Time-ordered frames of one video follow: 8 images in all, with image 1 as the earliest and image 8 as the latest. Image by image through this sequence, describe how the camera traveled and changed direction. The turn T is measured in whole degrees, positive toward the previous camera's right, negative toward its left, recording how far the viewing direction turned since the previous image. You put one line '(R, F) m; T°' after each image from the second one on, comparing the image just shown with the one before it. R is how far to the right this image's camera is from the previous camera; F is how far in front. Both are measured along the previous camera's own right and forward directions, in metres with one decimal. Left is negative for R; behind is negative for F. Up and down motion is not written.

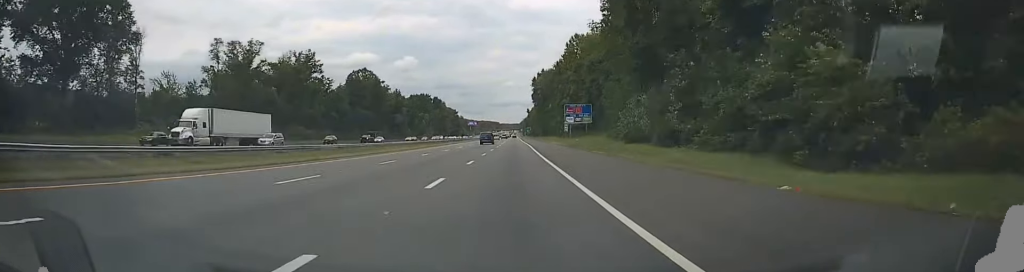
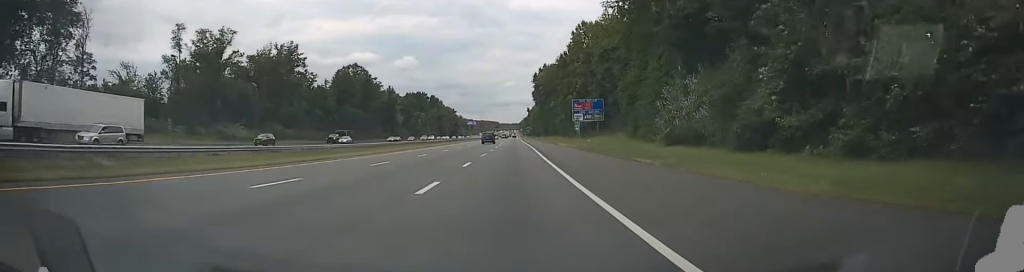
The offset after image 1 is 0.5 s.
(0.0, +13.5) m; 0°
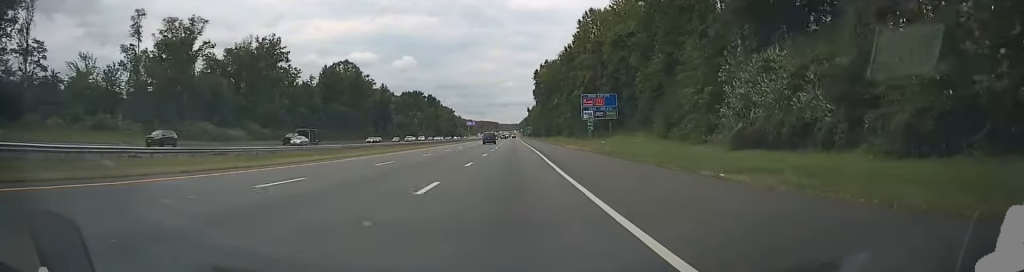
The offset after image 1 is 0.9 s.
(0.0, +11.7) m; 0°
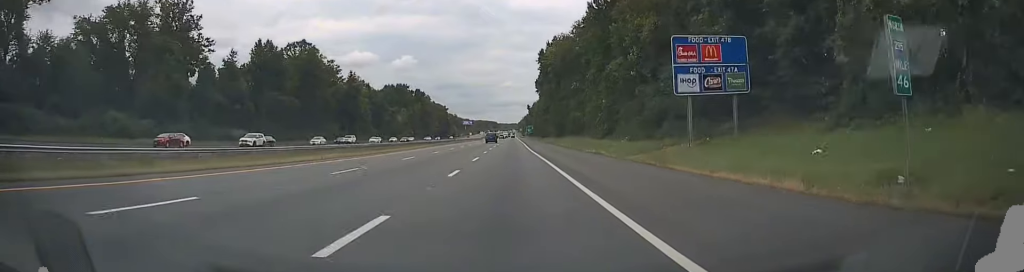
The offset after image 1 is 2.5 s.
(+0.3, +43.0) m; +1°
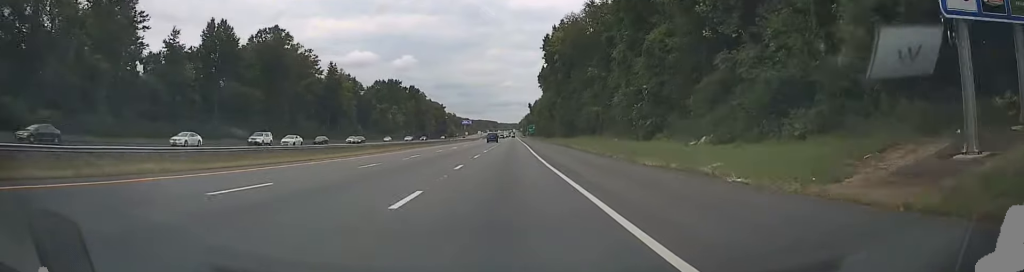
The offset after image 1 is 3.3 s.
(0.0, +20.4) m; 0°
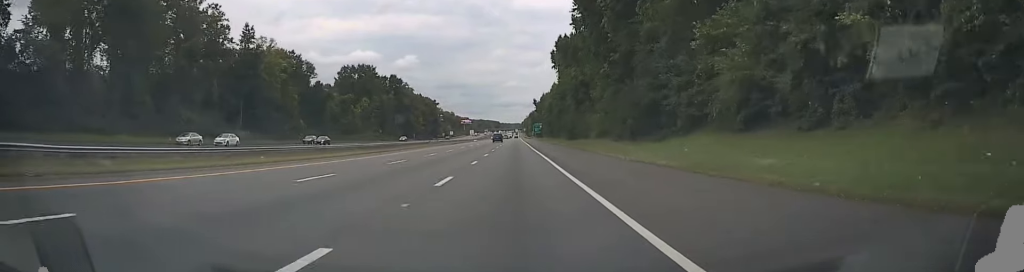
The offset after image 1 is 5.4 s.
(-0.2, +55.1) m; 0°
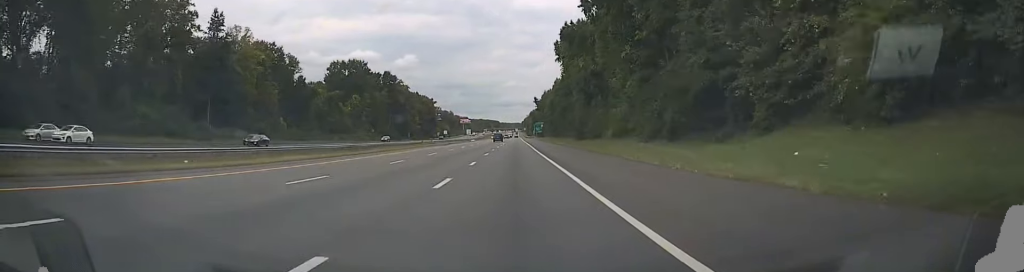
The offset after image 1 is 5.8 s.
(0.0, +12.0) m; 0°
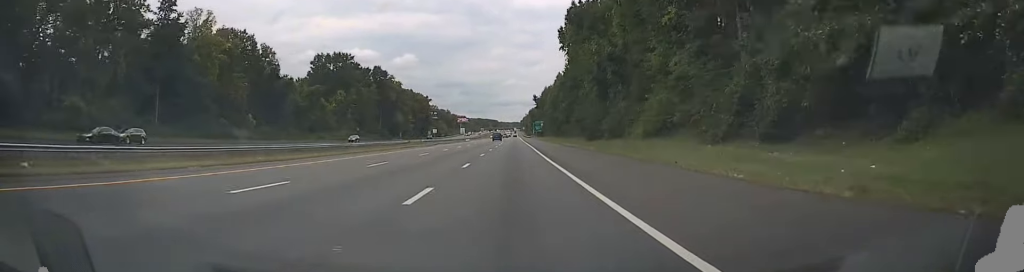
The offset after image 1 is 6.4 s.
(+0.1, +15.6) m; 0°
